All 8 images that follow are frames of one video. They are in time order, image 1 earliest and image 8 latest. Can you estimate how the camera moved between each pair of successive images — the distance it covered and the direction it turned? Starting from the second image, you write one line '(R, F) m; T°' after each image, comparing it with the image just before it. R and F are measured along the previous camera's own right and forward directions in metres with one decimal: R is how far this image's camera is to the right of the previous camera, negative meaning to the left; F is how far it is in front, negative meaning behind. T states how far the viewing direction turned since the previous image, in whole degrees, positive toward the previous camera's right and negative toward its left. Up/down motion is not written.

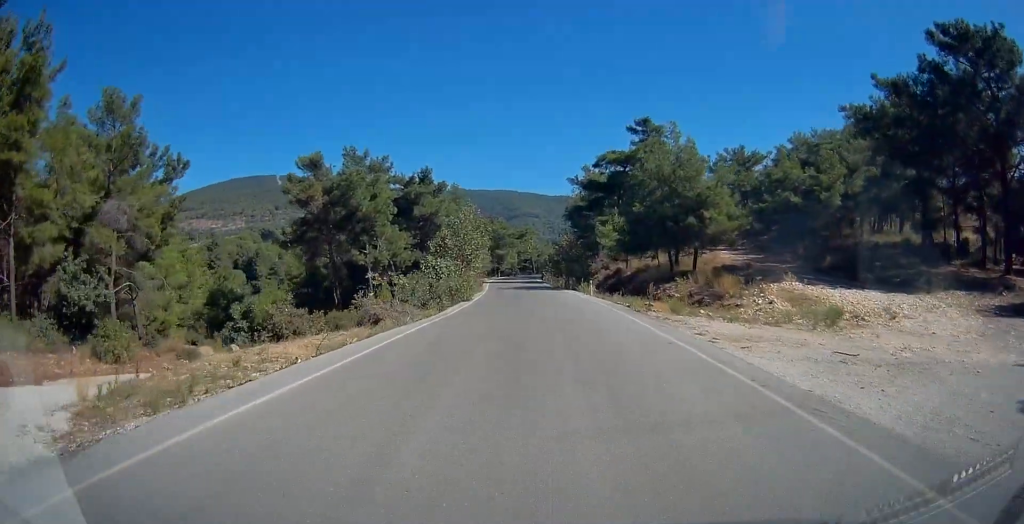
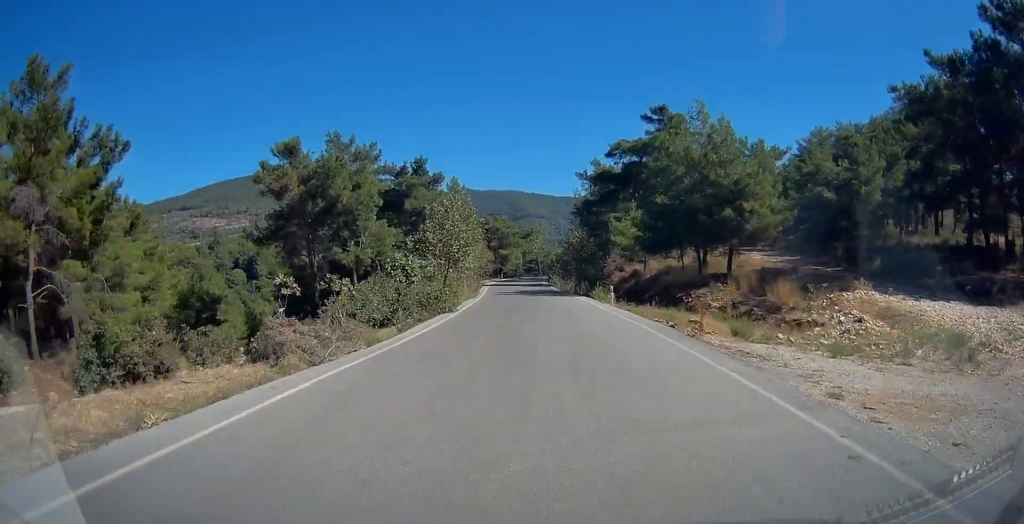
(0.0, +7.3) m; -1°
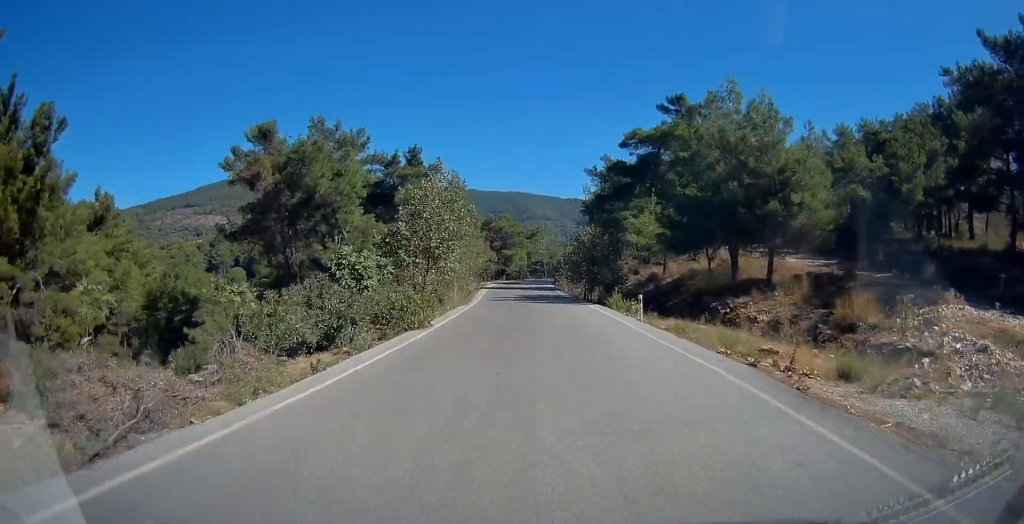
(-0.1, +6.0) m; -1°
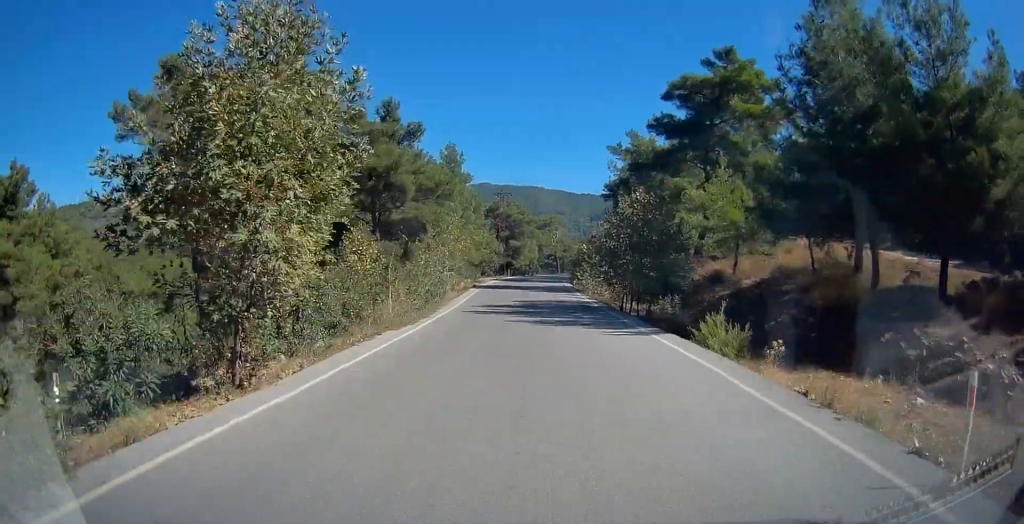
(-0.2, +14.4) m; 0°
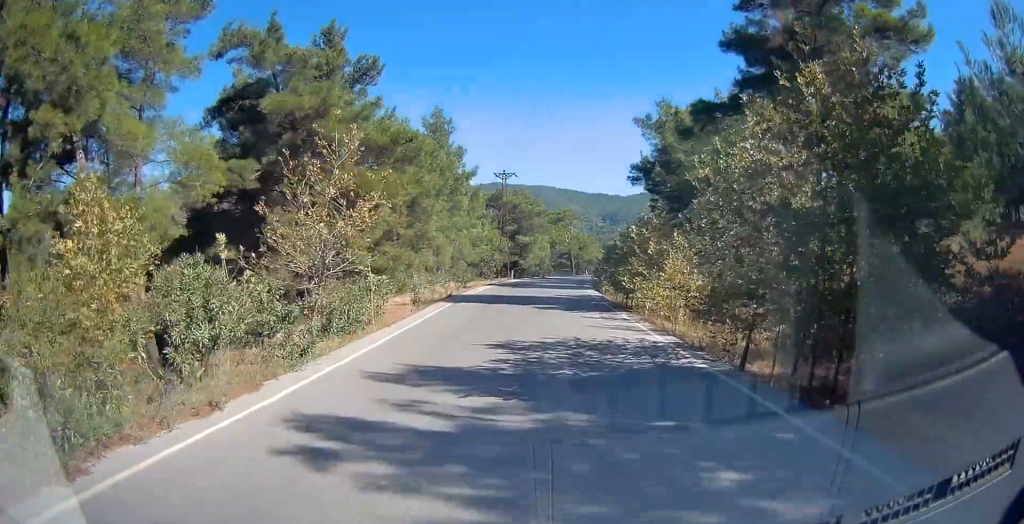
(-0.1, +15.0) m; -2°
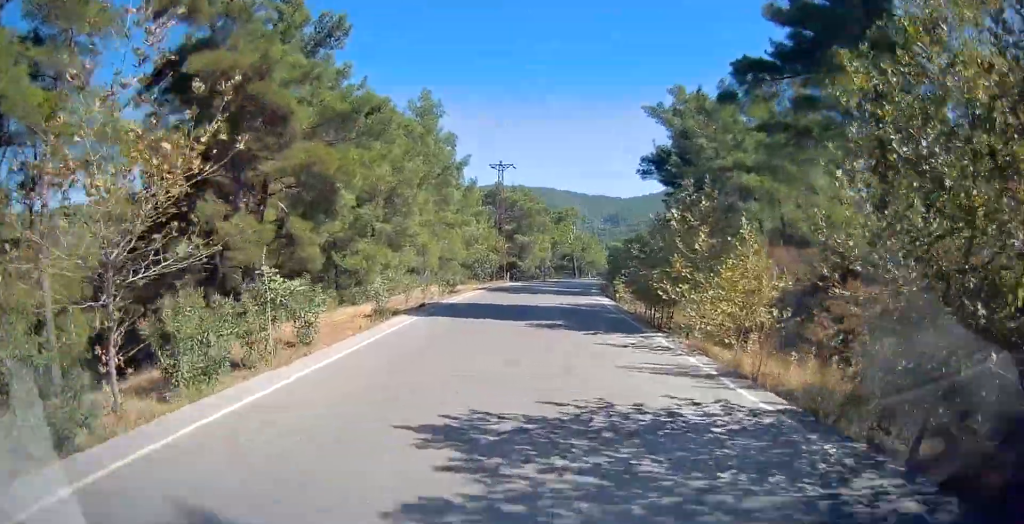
(-0.3, +5.9) m; -1°
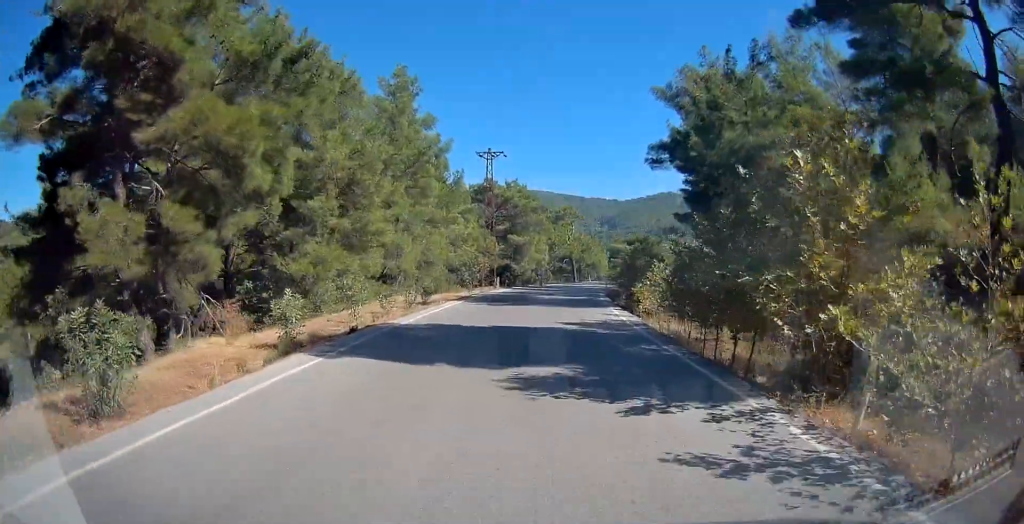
(0.0, +7.0) m; 0°
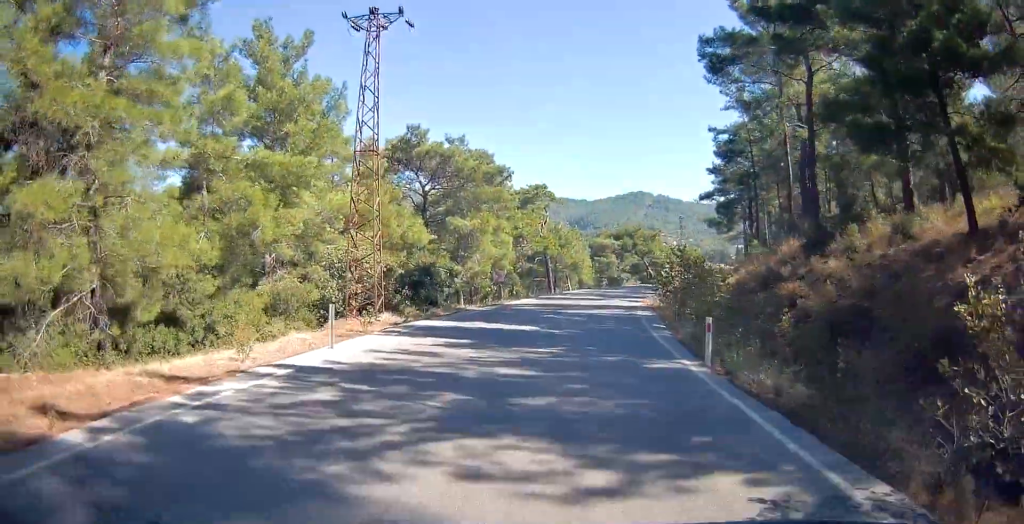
(+0.5, +25.8) m; +4°
